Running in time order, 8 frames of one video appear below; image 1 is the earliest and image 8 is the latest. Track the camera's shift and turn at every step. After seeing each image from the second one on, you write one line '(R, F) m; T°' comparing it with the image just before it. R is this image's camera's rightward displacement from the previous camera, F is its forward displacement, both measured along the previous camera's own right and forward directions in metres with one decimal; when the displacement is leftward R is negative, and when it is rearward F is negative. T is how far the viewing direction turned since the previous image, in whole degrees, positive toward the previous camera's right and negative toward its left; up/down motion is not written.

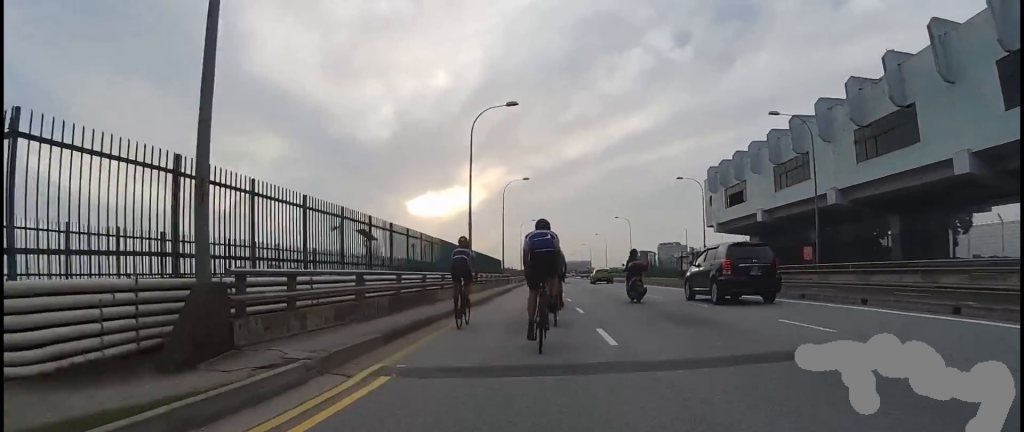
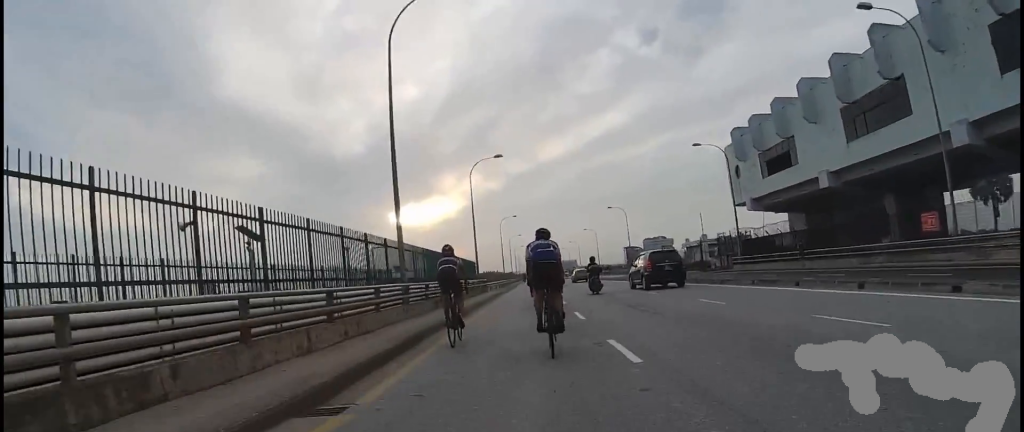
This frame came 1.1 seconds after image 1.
(+0.5, +13.3) m; +1°
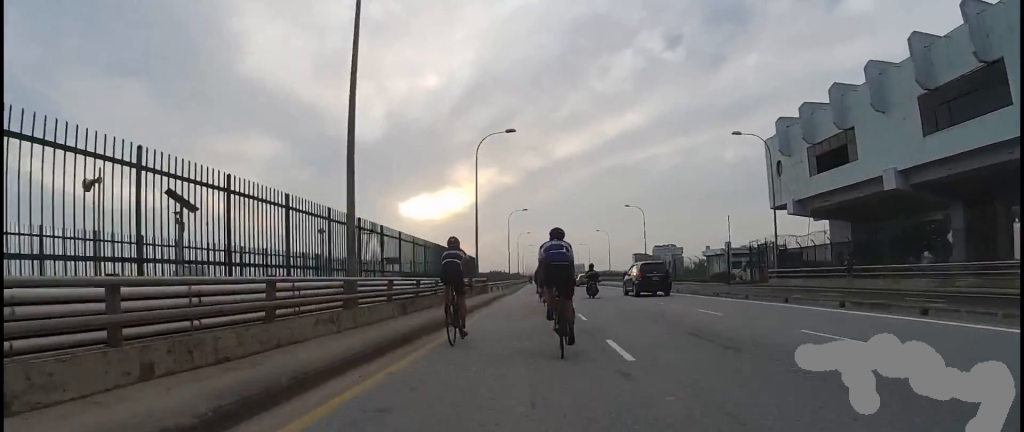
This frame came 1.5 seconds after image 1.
(+0.1, +5.4) m; -1°
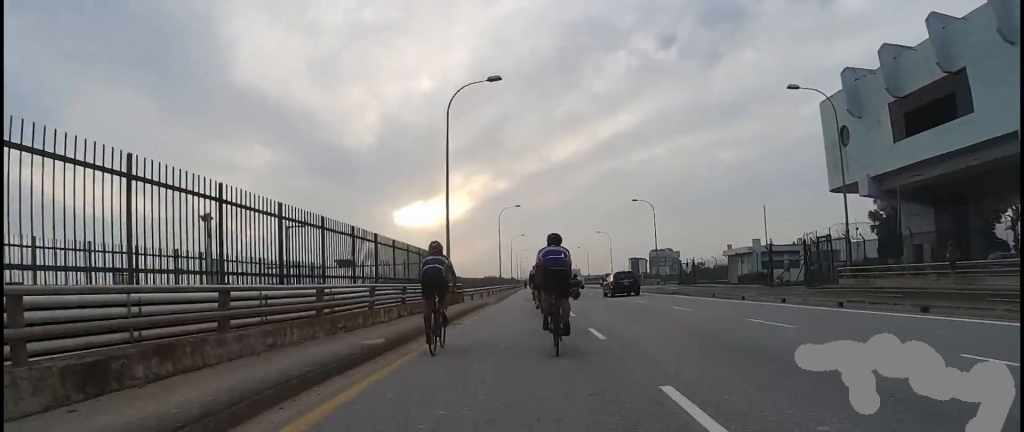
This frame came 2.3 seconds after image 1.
(-0.4, +9.7) m; 0°
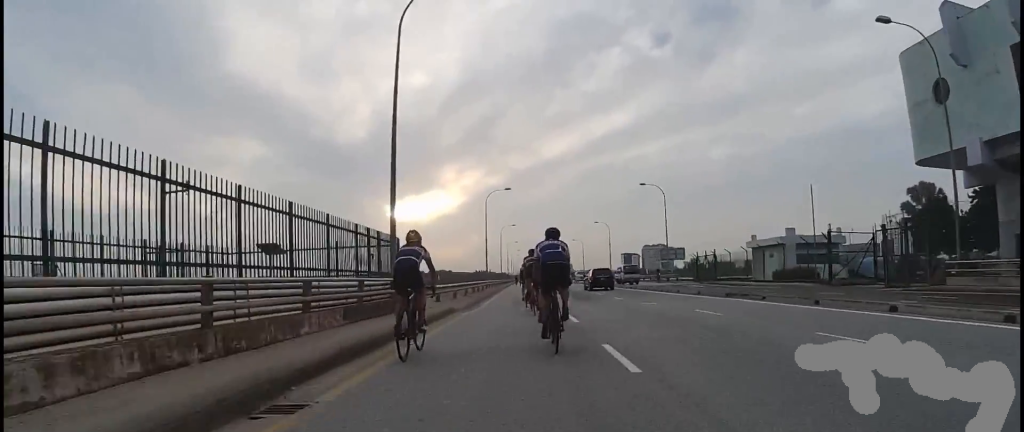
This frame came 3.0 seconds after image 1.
(+0.1, +8.9) m; +3°
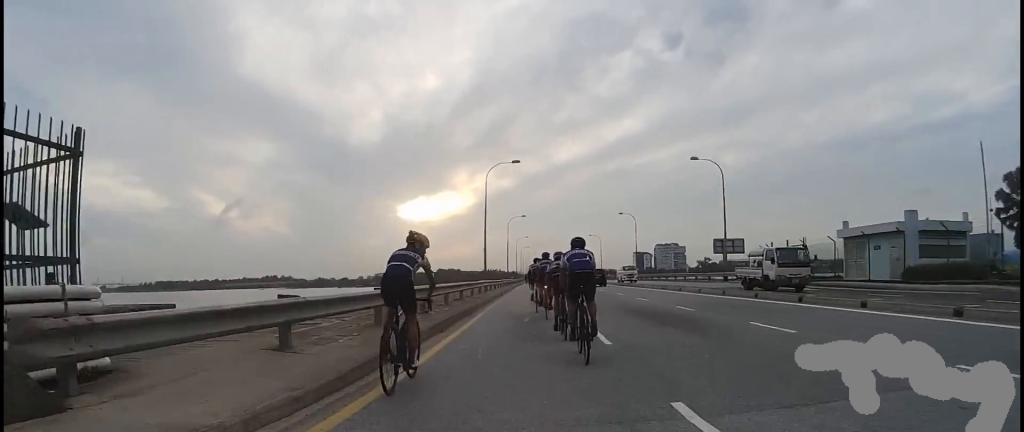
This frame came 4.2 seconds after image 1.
(+1.0, +14.6) m; 0°
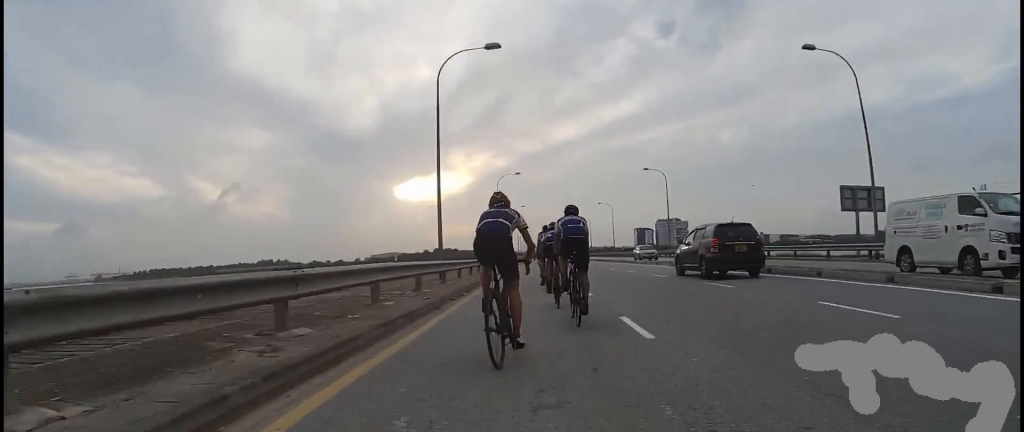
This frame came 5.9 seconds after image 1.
(-1.4, +20.4) m; 0°
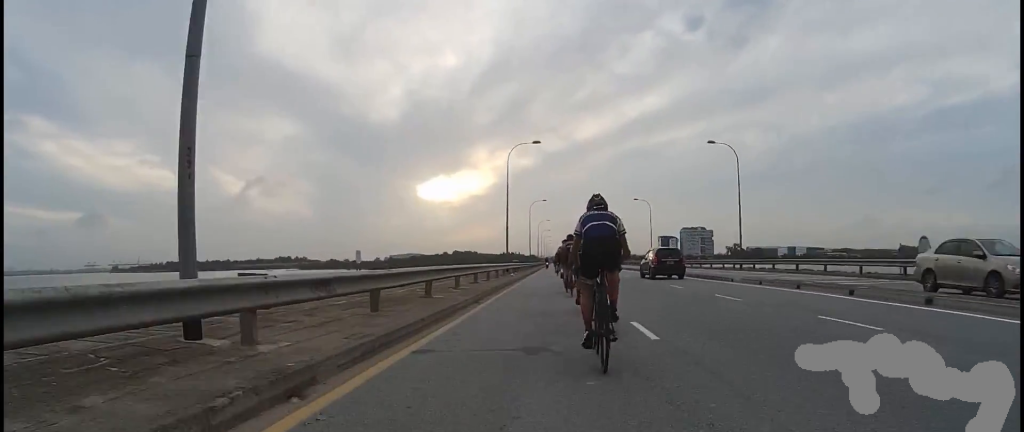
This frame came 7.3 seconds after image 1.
(+1.3, +17.1) m; +4°
